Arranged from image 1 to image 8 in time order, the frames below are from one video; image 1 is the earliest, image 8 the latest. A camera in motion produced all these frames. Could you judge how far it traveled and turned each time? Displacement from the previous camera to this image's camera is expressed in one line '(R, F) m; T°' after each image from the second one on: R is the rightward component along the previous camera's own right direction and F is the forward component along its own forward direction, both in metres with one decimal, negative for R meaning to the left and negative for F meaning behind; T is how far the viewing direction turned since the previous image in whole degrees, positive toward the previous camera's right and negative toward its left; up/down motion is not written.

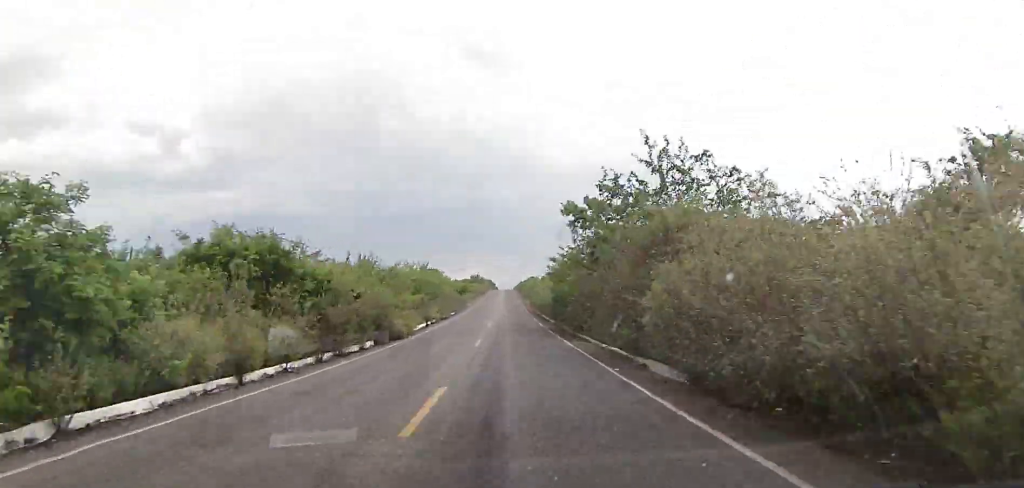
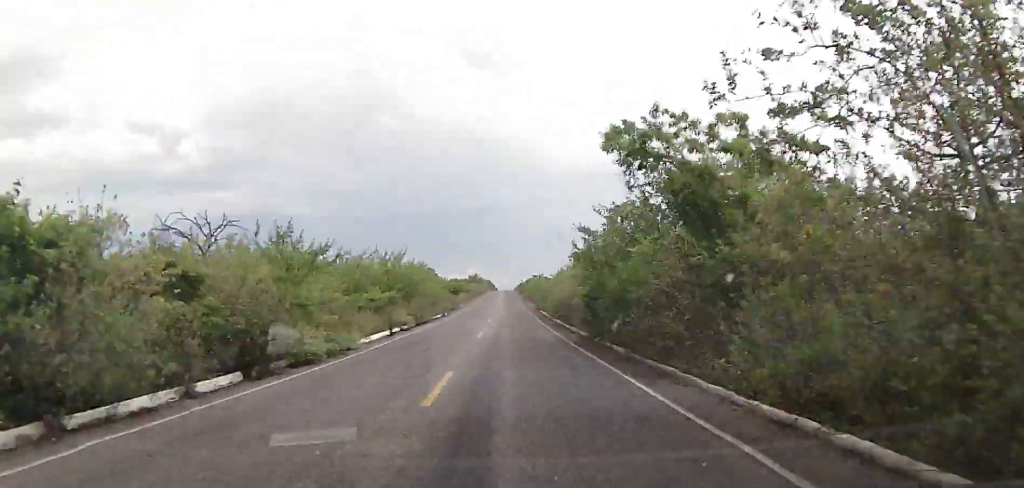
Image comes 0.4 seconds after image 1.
(0.0, +13.3) m; 0°
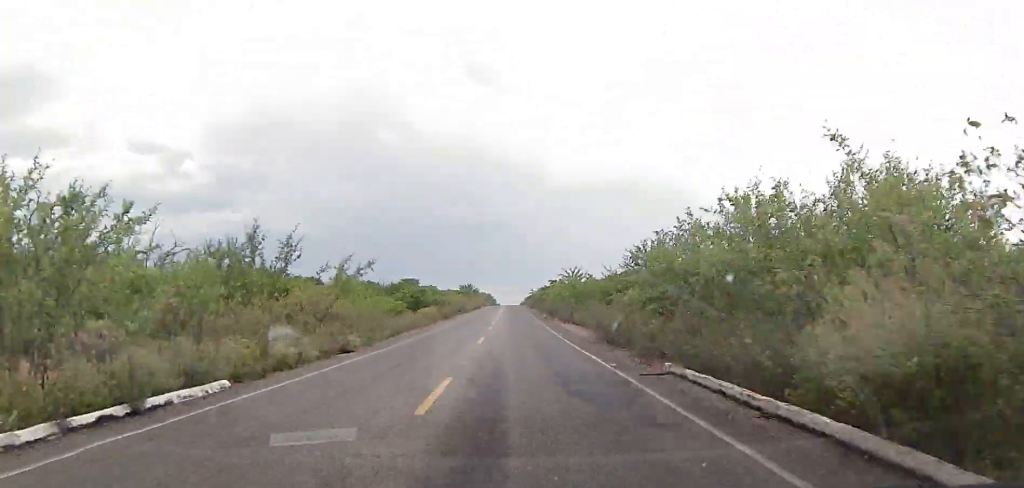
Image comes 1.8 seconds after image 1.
(-0.3, +46.3) m; -1°
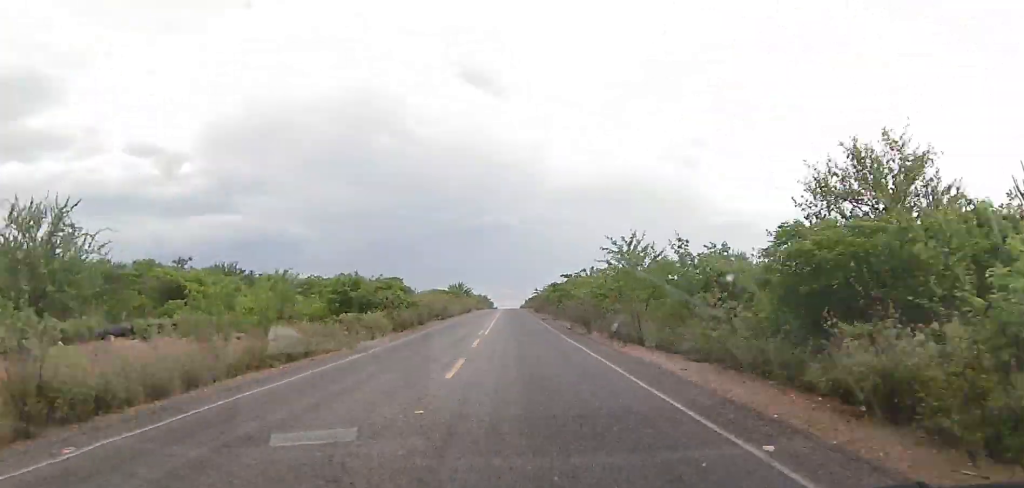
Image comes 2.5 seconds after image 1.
(-0.2, +23.9) m; 0°
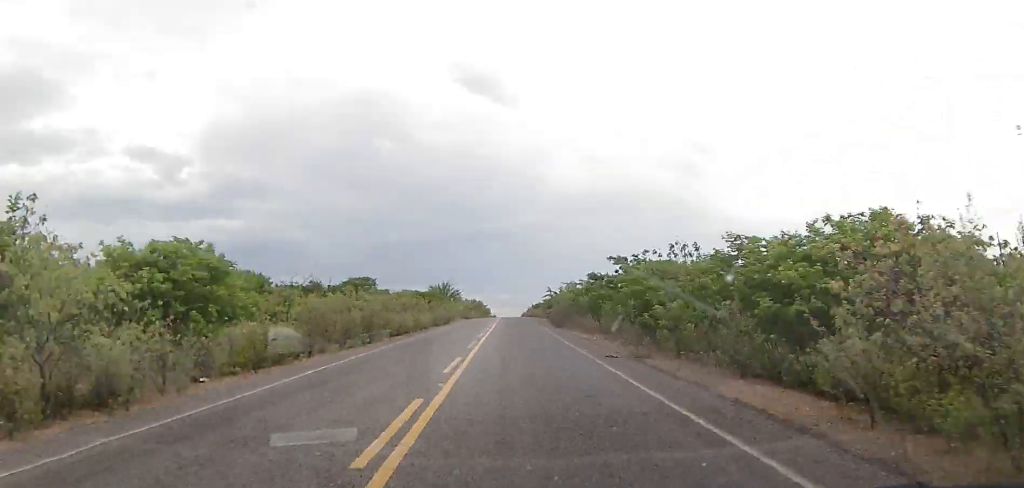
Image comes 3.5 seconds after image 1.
(+0.5, +30.0) m; +1°
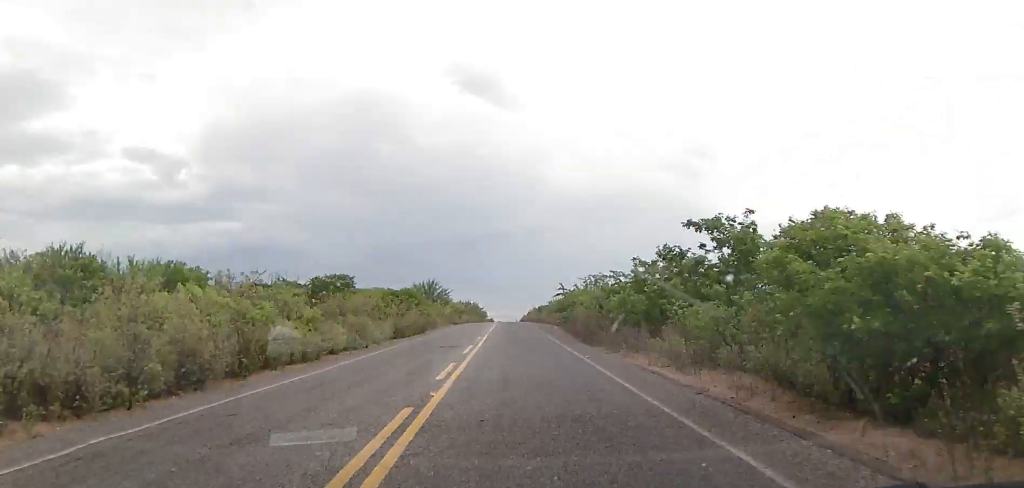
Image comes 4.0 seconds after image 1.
(0.0, +15.9) m; 0°
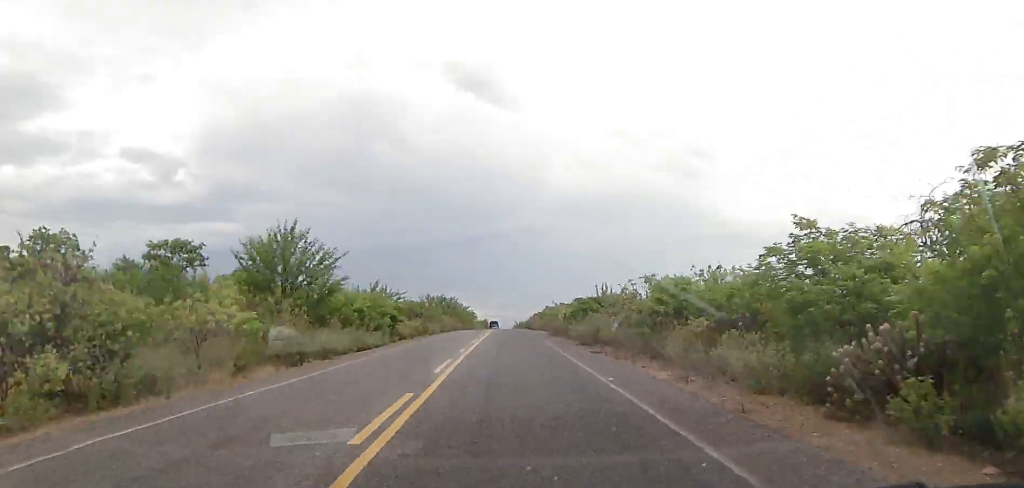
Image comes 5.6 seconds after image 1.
(-0.3, +52.3) m; -1°
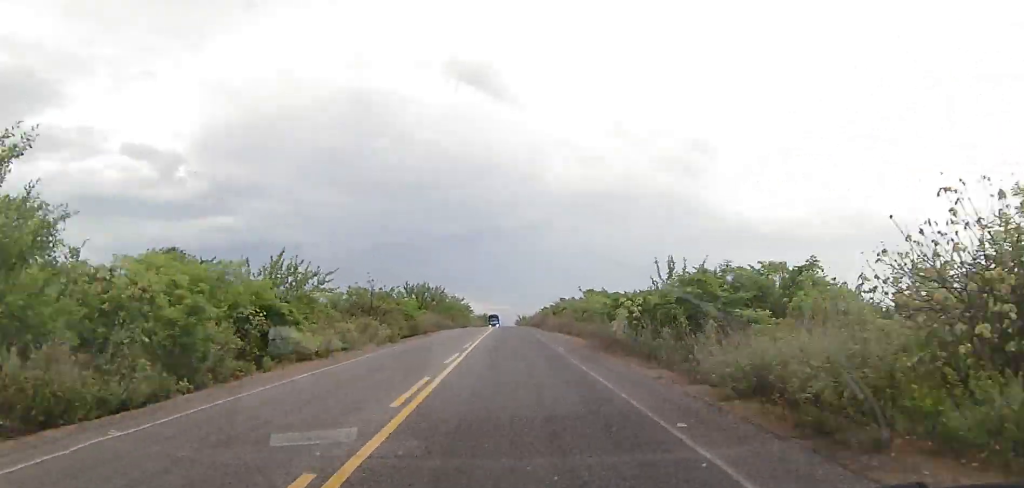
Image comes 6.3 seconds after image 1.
(-0.3, +20.7) m; 0°
